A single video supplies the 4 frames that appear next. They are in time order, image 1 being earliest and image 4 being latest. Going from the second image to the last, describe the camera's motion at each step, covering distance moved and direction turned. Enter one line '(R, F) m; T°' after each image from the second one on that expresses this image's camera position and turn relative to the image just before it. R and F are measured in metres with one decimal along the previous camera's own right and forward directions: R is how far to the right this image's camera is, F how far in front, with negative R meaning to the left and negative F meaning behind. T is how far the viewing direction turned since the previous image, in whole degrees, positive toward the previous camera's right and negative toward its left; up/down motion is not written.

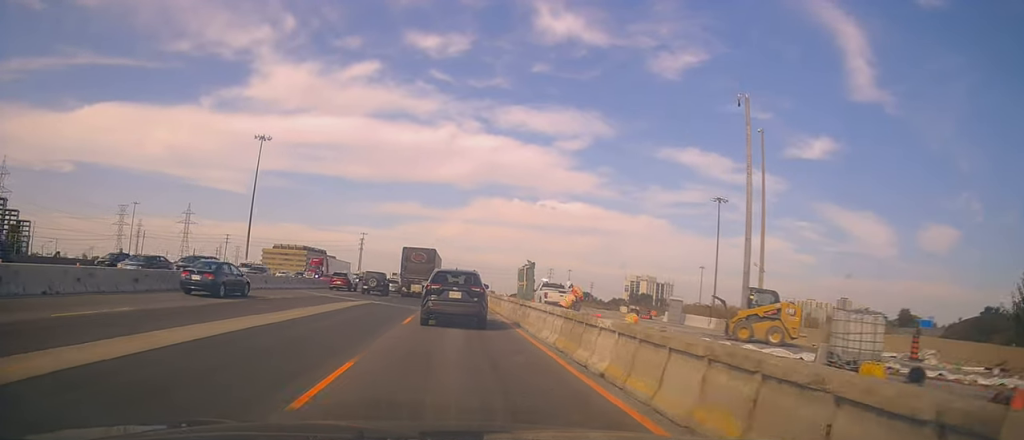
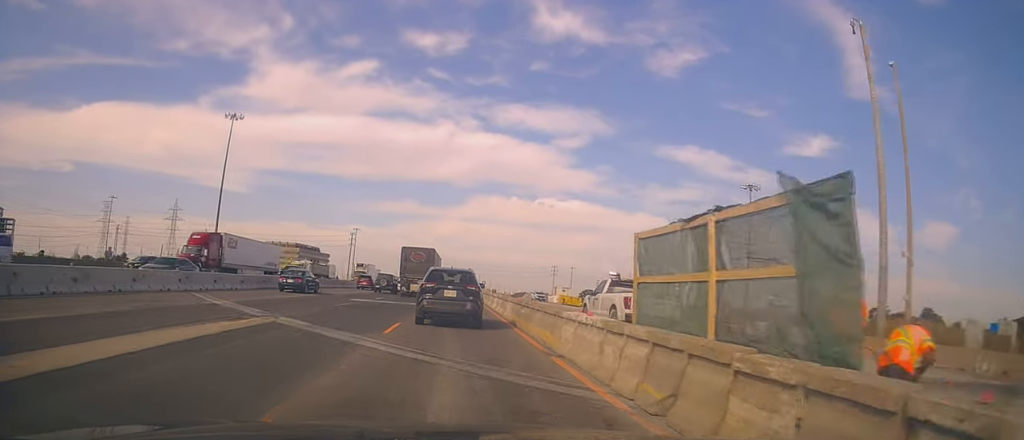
(+0.9, +15.0) m; +3°
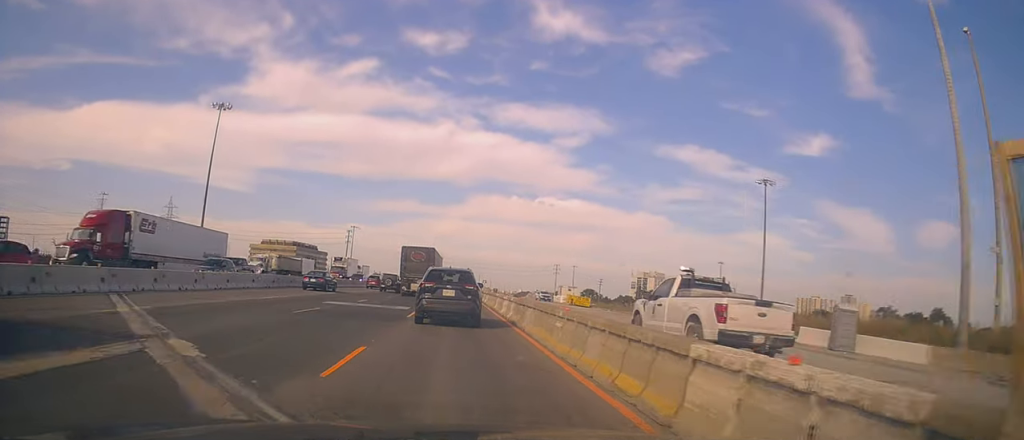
(-0.3, +6.1) m; -1°
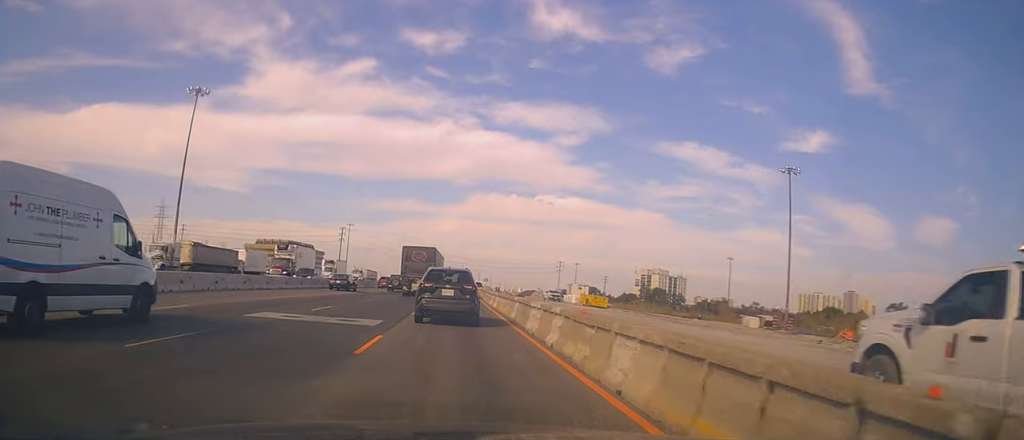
(0.0, +9.3) m; -1°
